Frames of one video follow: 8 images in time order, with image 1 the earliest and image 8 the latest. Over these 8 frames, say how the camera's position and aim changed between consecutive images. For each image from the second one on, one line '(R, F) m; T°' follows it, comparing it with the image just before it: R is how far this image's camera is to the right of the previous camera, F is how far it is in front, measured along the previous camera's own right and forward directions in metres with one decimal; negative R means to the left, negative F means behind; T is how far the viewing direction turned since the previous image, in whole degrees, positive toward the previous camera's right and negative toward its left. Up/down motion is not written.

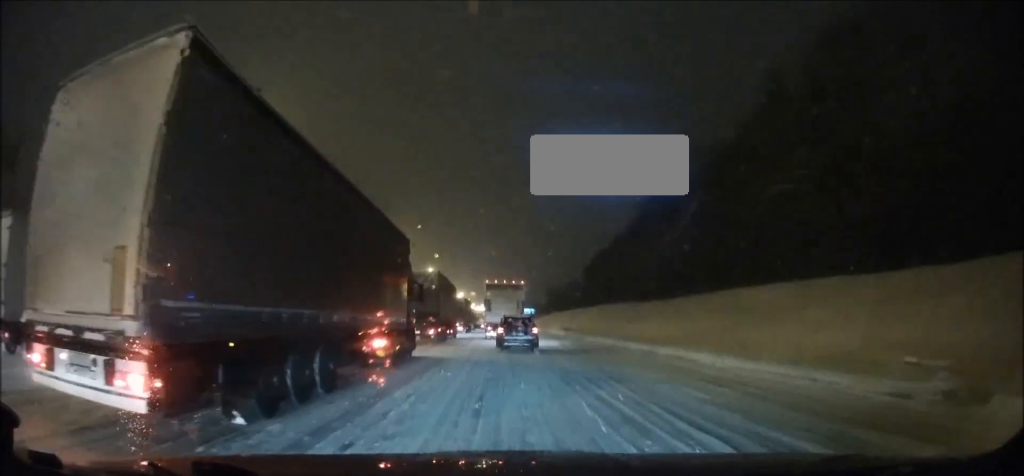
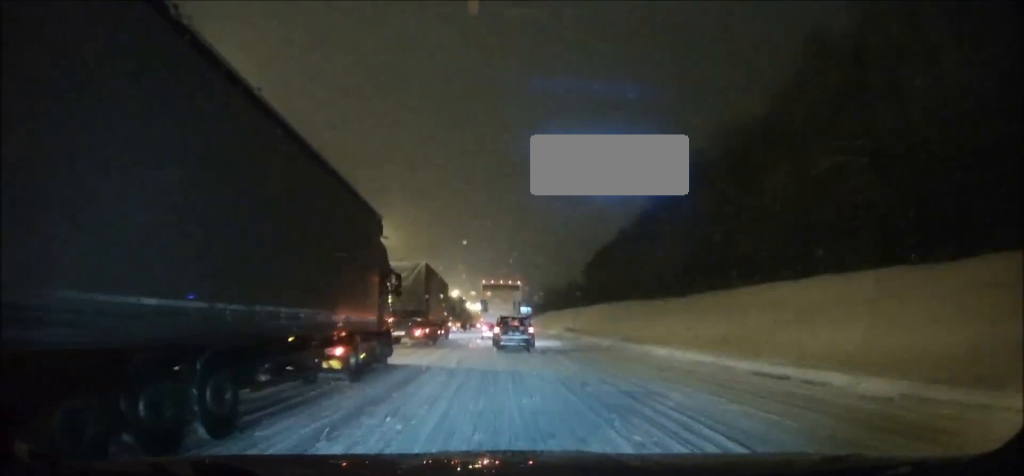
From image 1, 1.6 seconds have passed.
(0.0, +6.8) m; 0°
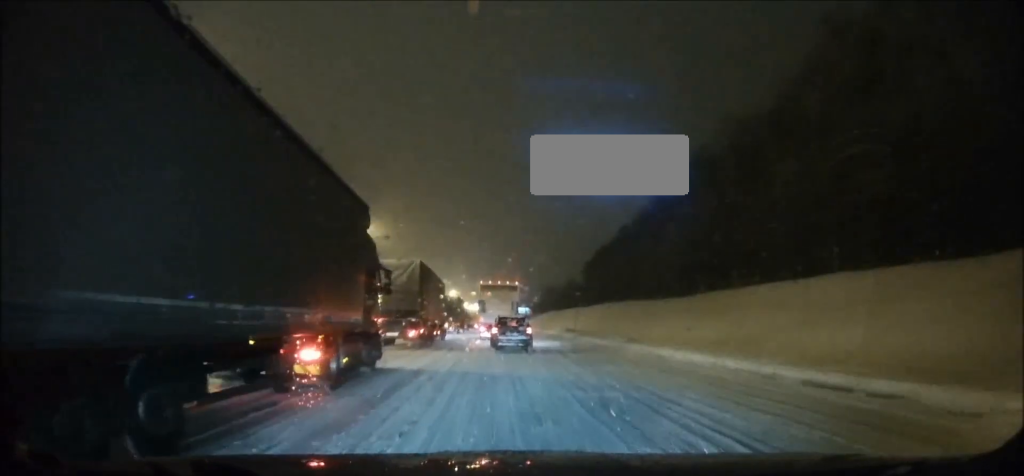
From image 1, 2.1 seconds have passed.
(0.0, +2.3) m; +1°
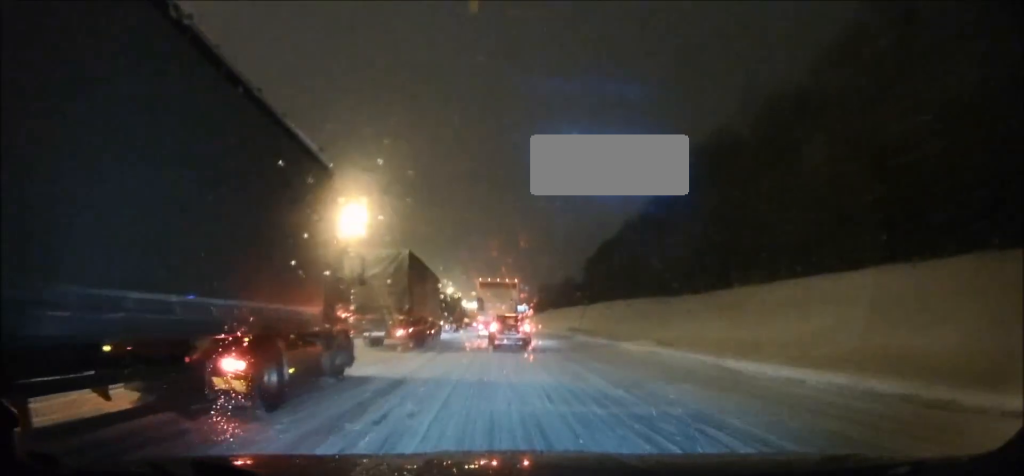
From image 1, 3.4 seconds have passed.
(+0.2, +5.2) m; +1°
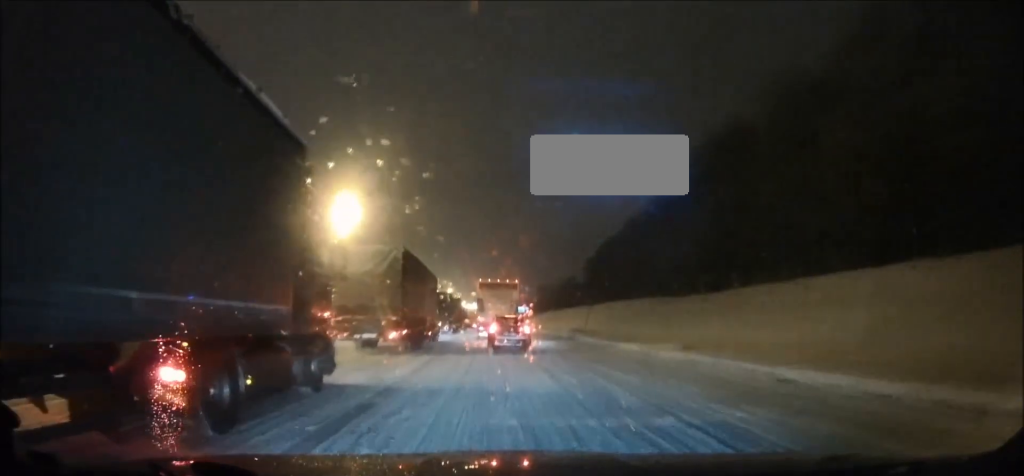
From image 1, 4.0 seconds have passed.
(-0.1, +2.8) m; +1°
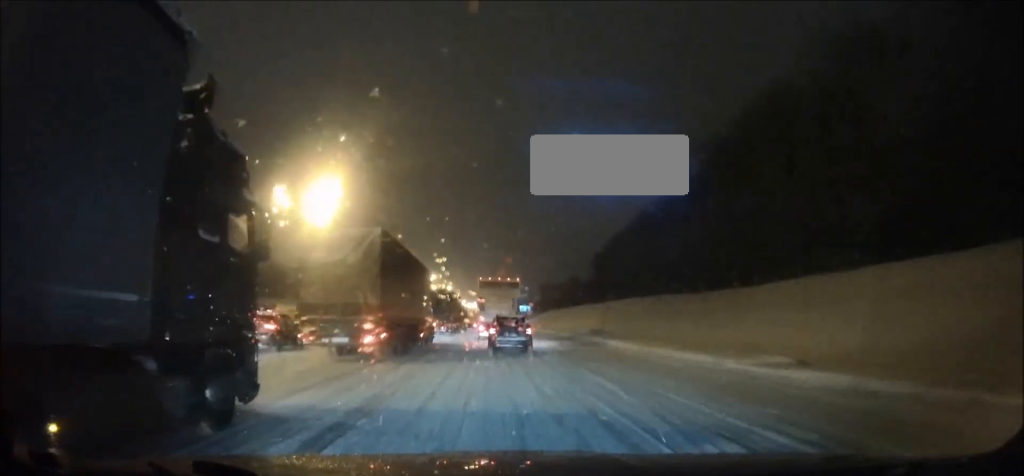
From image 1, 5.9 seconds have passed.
(0.0, +7.6) m; -1°
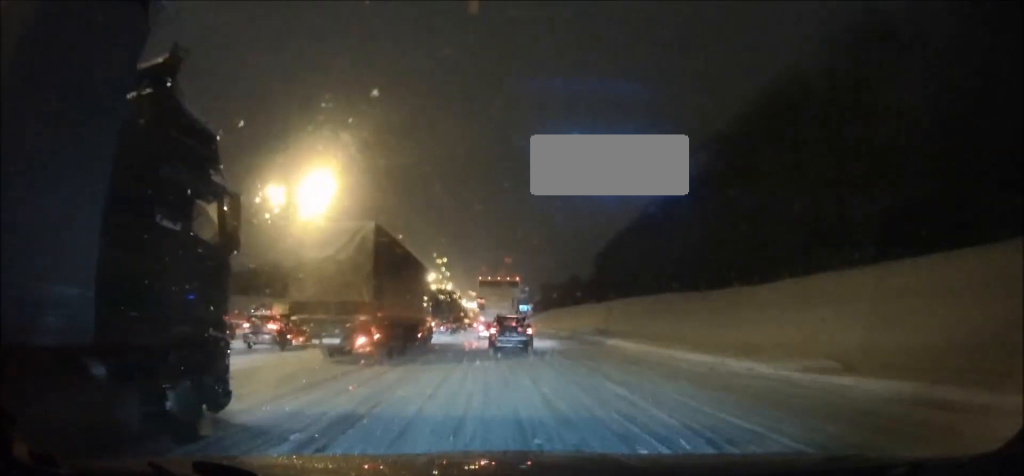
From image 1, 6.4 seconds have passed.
(-0.1, +2.0) m; -1°
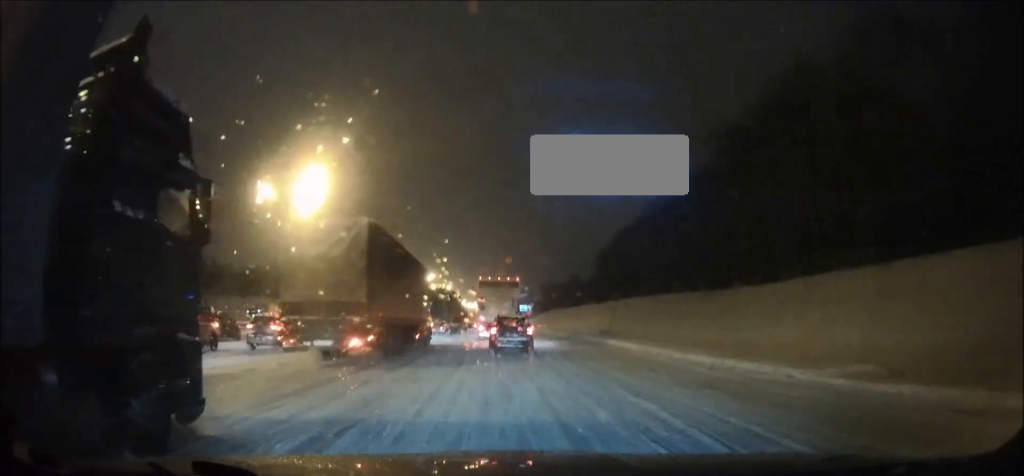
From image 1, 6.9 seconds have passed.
(0.0, +1.7) m; 0°
